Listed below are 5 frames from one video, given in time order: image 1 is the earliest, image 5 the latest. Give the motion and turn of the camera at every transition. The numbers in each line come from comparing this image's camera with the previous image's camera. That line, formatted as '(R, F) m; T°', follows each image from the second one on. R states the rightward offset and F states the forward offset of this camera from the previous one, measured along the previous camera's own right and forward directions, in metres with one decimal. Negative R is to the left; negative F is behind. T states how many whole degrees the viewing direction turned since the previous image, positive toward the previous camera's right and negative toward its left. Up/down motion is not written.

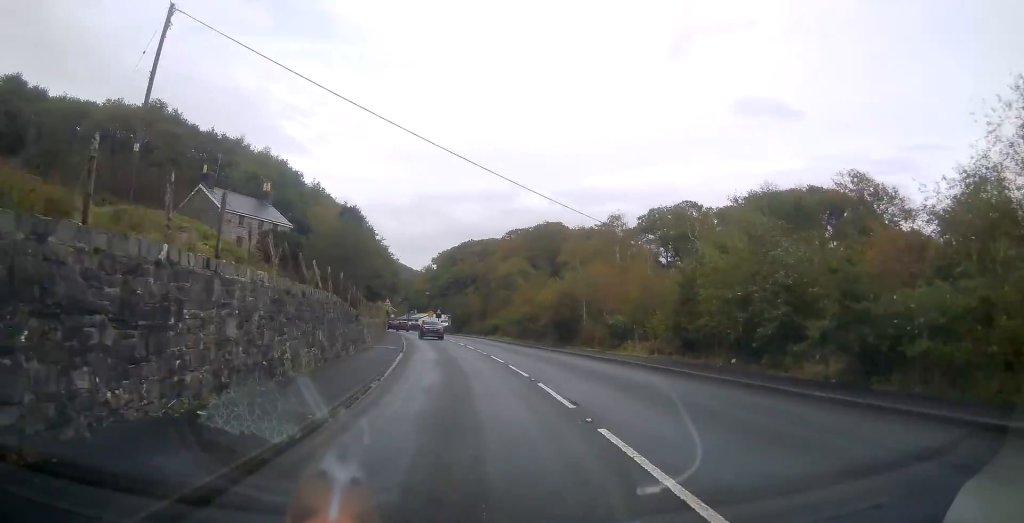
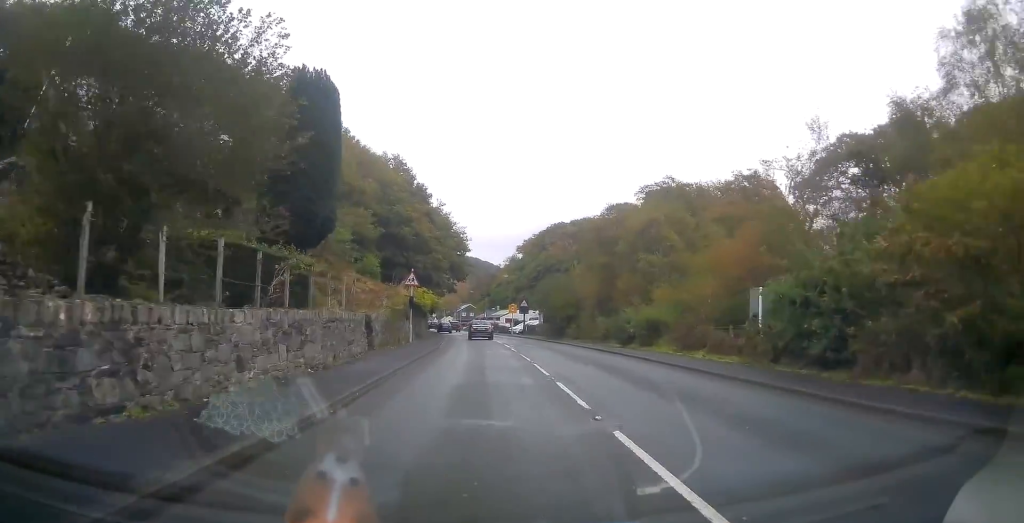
(-3.0, +34.8) m; -9°
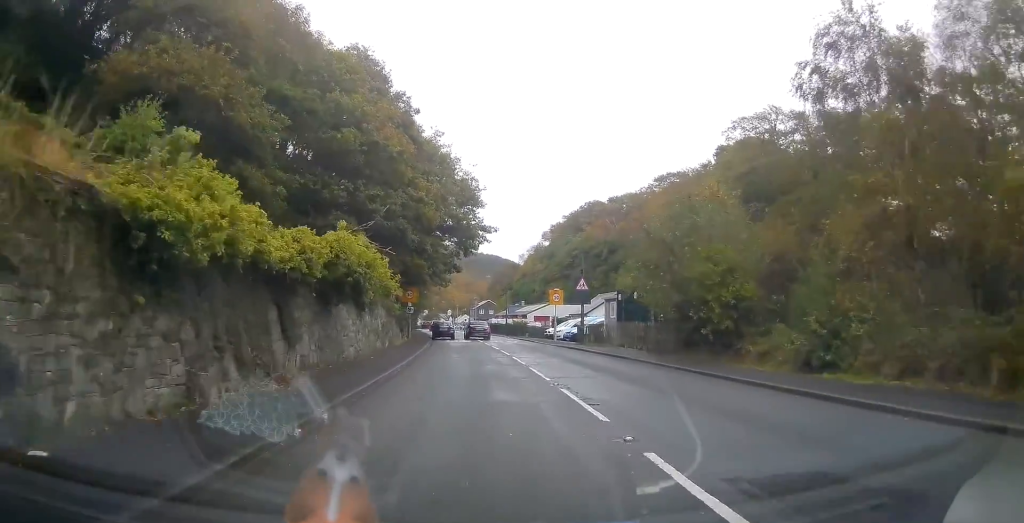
(-1.0, +30.3) m; -2°
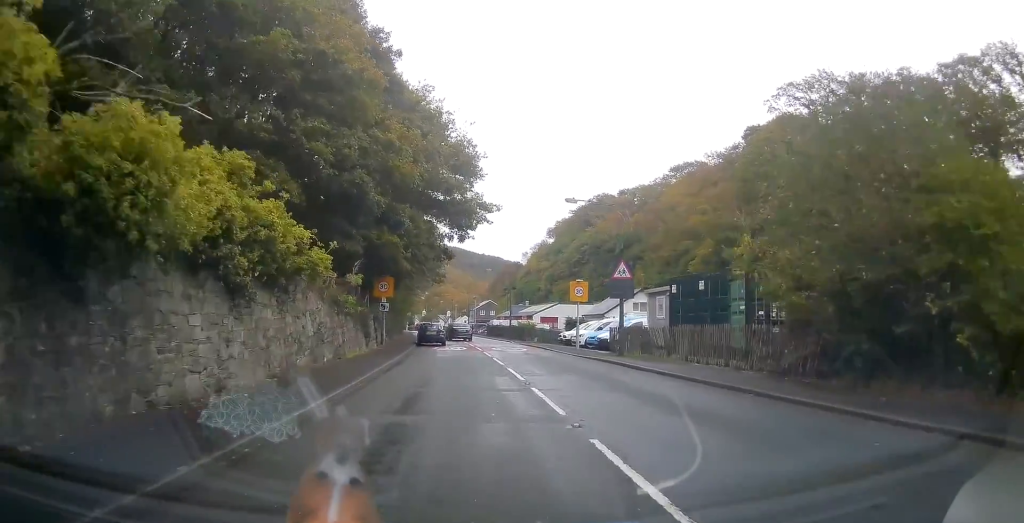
(-0.1, +10.4) m; -1°
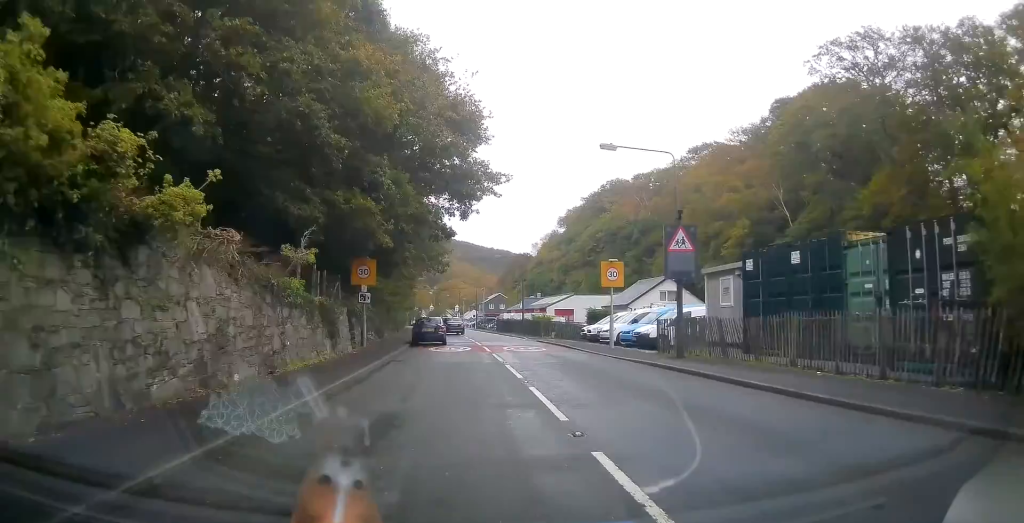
(0.0, +6.4) m; 0°
